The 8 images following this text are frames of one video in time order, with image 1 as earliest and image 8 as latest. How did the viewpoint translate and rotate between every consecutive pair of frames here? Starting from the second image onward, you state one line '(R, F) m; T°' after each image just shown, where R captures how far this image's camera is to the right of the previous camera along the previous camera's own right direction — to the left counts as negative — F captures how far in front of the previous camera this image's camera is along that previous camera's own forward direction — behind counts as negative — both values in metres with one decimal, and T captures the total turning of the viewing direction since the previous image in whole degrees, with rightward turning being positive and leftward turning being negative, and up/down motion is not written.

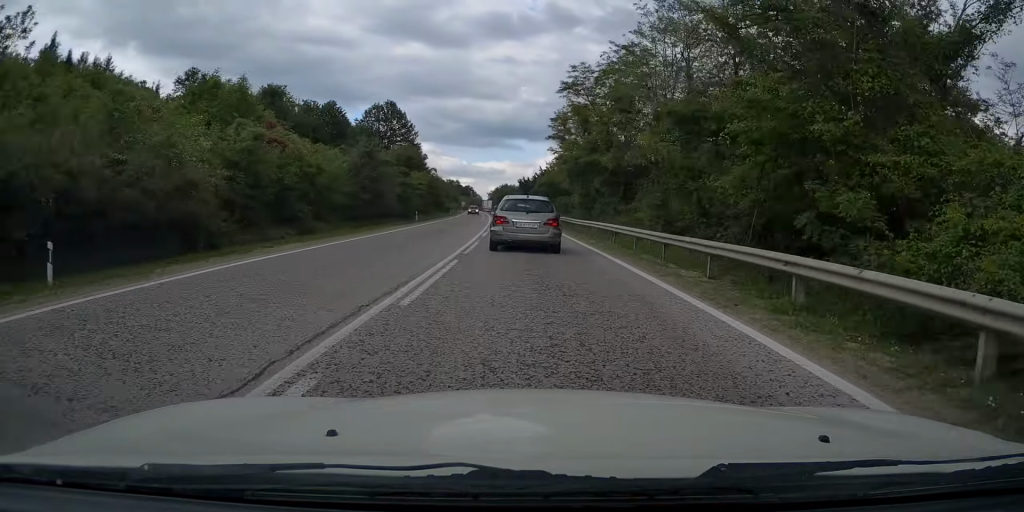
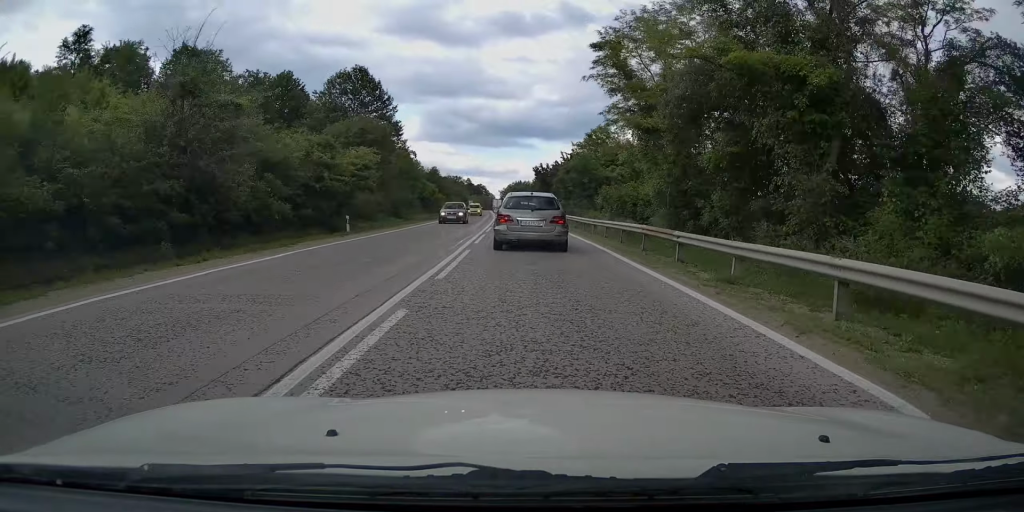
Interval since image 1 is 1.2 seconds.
(+0.1, +23.6) m; -1°
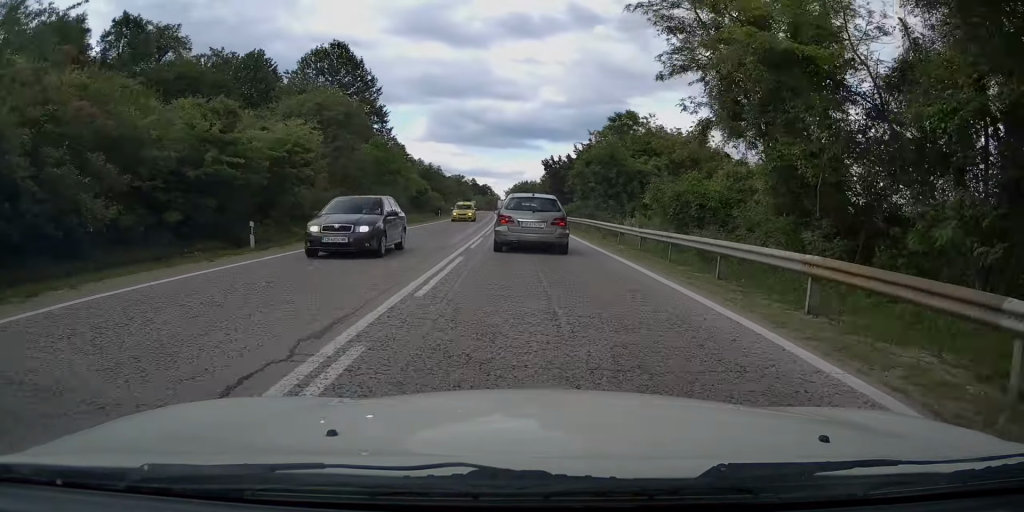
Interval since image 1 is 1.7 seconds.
(-0.1, +10.8) m; -1°
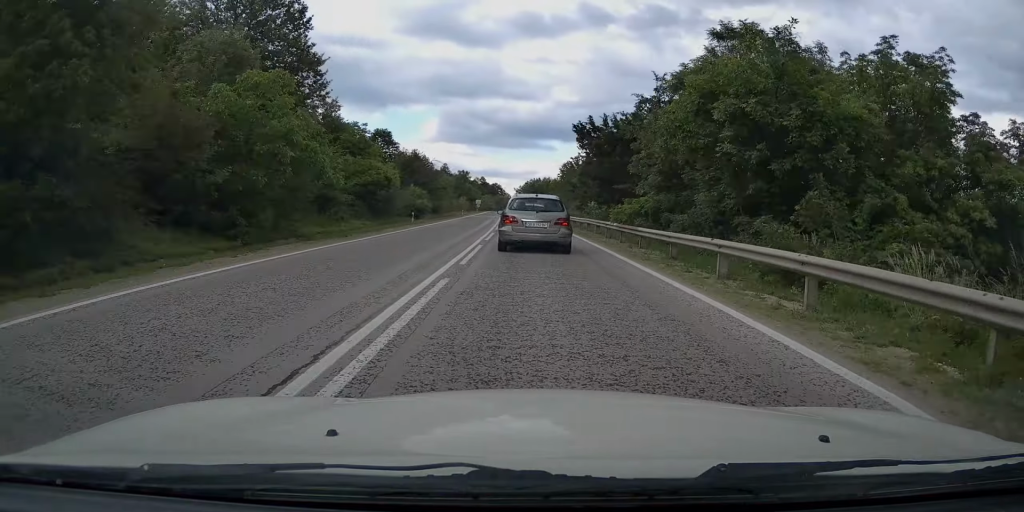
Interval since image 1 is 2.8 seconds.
(-0.2, +22.4) m; -2°
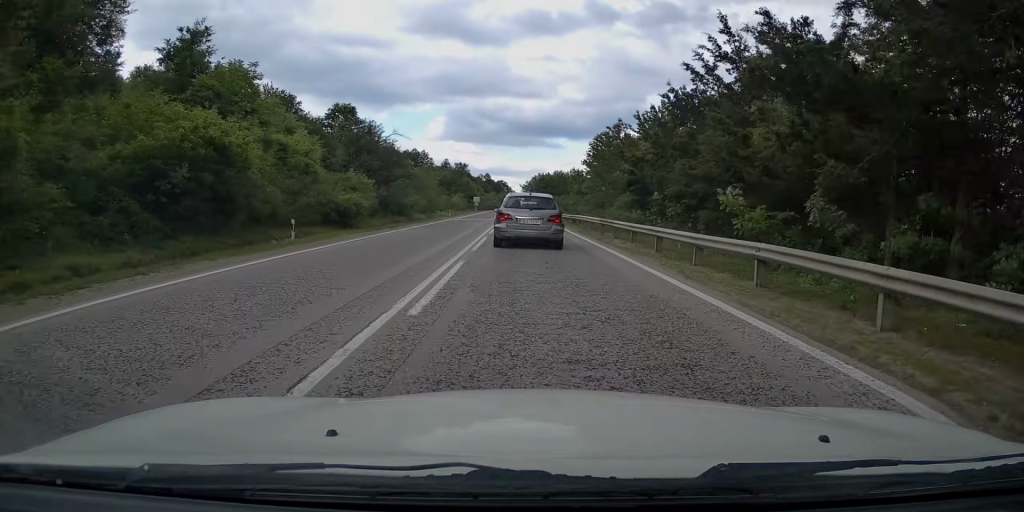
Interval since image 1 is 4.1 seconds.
(-0.3, +24.4) m; 0°
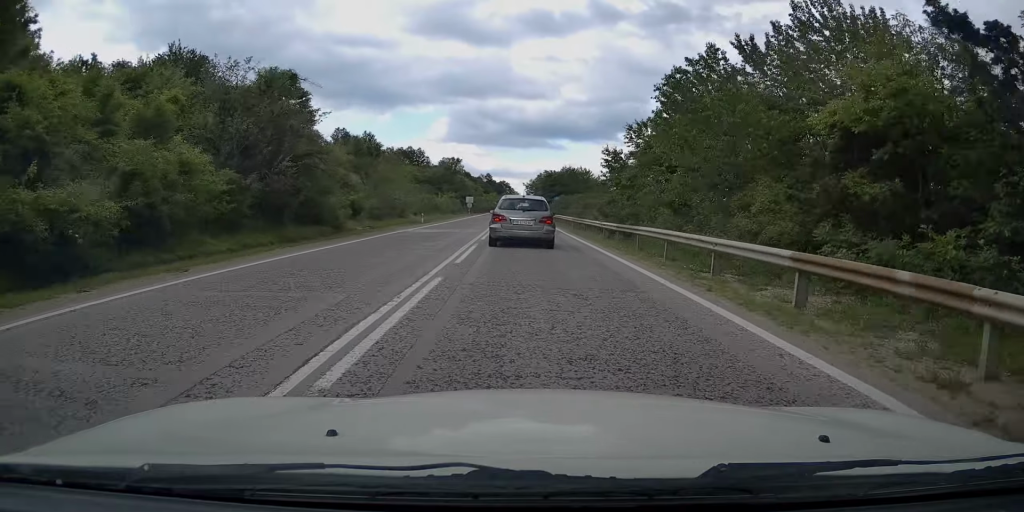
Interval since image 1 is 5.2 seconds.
(+0.2, +20.8) m; 0°
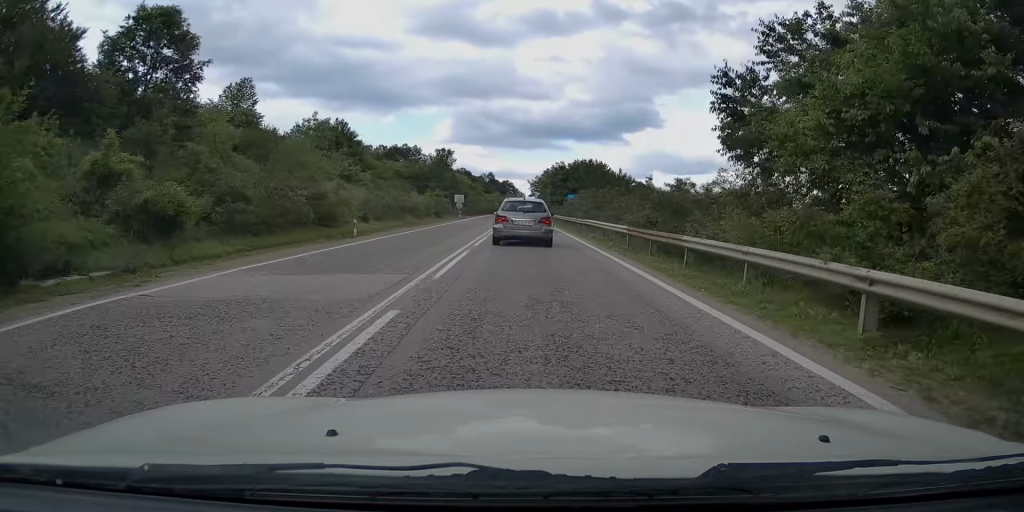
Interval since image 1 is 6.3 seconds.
(-0.4, +21.1) m; -1°
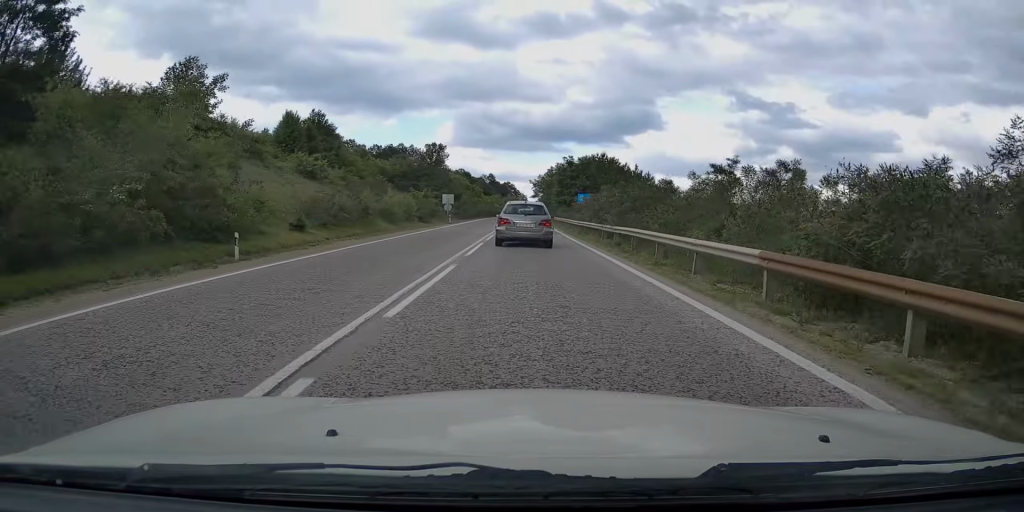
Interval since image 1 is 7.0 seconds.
(-0.1, +12.2) m; 0°
